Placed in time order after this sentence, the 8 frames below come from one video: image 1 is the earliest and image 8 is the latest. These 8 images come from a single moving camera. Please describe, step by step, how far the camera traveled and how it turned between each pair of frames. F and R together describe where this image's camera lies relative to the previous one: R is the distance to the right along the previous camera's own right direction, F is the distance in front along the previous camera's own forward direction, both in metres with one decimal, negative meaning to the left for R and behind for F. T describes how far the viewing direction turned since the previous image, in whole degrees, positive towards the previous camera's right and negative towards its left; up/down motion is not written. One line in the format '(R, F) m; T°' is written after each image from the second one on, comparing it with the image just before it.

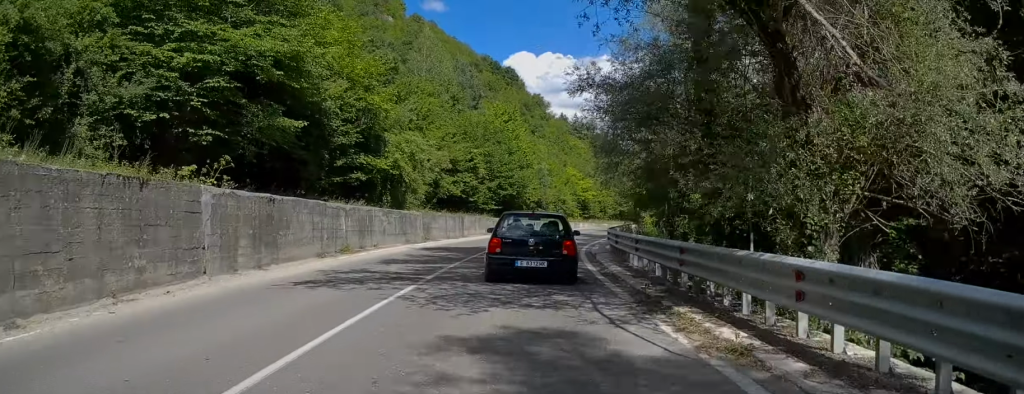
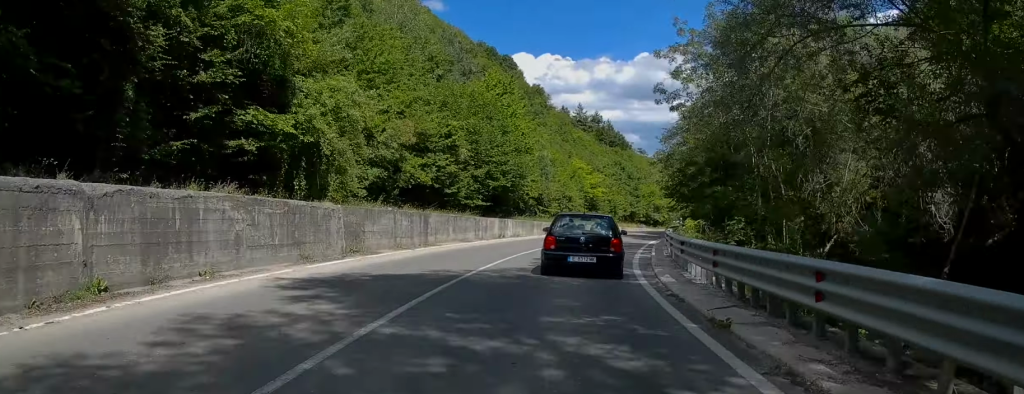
(0.0, +13.4) m; +2°
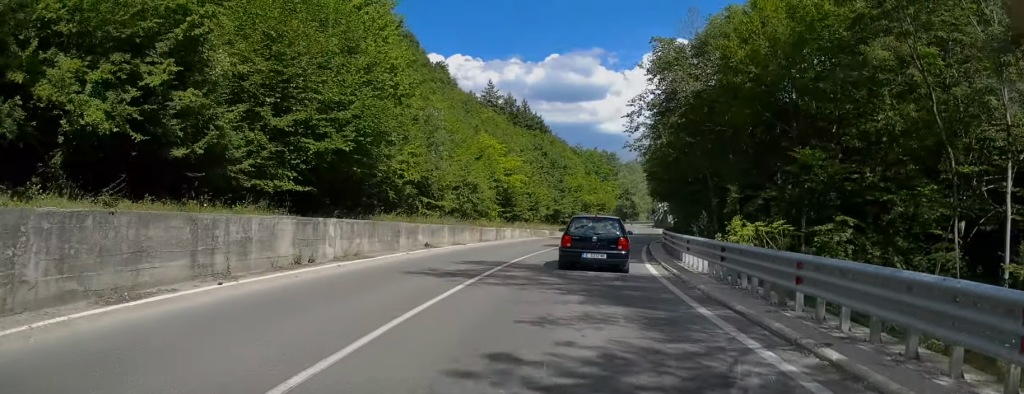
(+1.5, +20.5) m; +8°
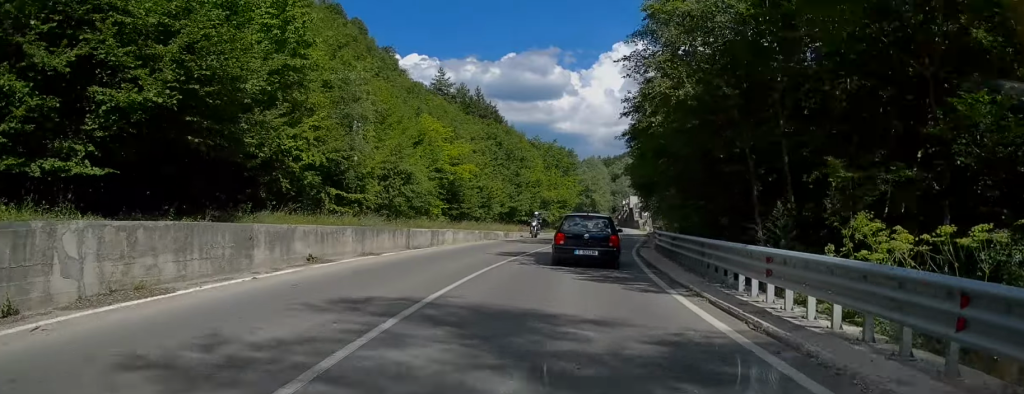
(+0.1, +8.4) m; +2°
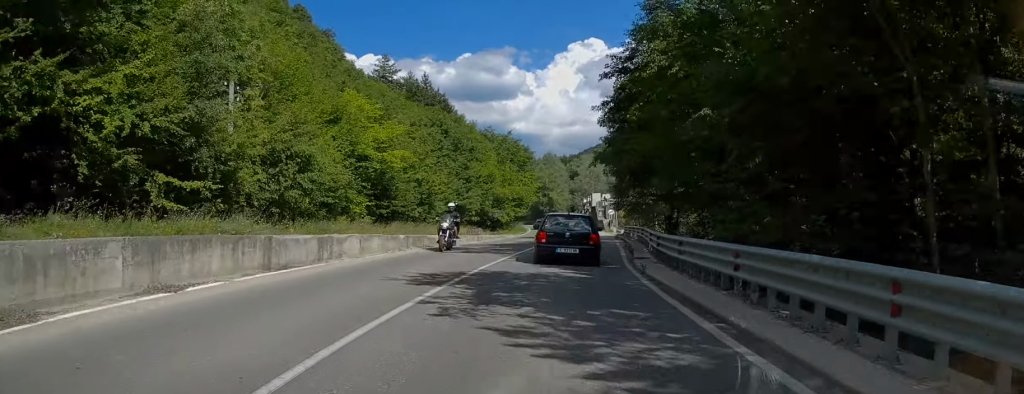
(+0.2, +8.6) m; +3°
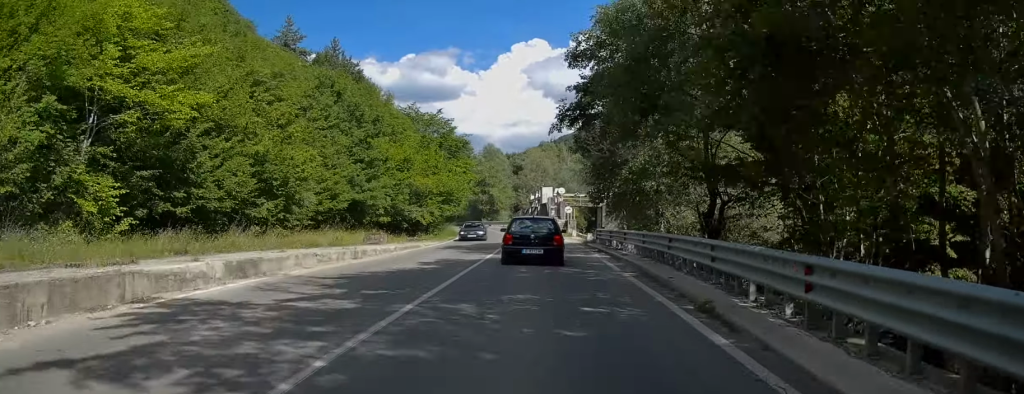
(+1.0, +16.6) m; +4°
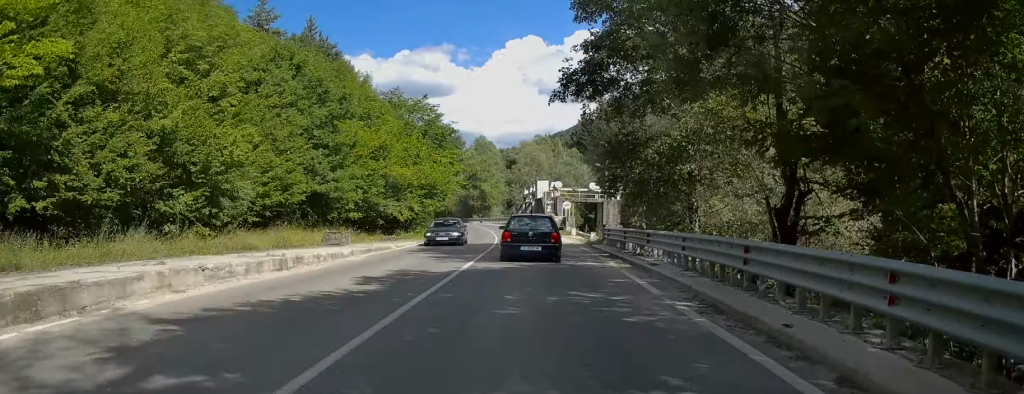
(+0.2, +6.1) m; +1°
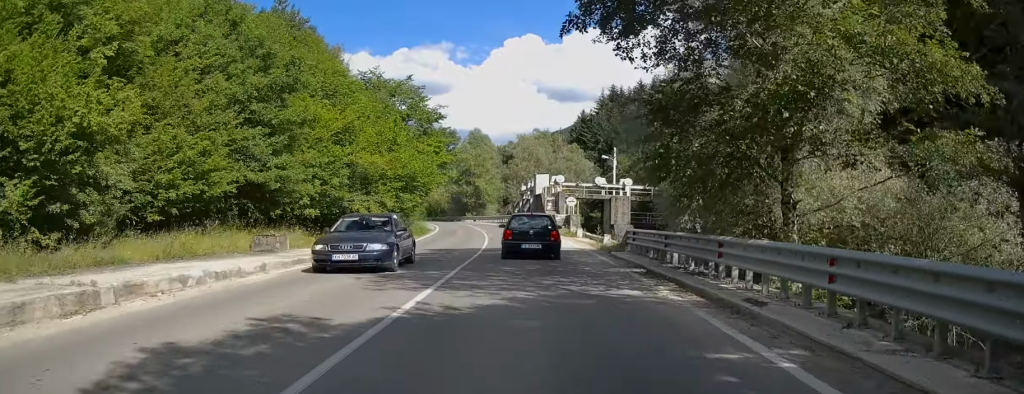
(-0.2, +7.4) m; 0°
